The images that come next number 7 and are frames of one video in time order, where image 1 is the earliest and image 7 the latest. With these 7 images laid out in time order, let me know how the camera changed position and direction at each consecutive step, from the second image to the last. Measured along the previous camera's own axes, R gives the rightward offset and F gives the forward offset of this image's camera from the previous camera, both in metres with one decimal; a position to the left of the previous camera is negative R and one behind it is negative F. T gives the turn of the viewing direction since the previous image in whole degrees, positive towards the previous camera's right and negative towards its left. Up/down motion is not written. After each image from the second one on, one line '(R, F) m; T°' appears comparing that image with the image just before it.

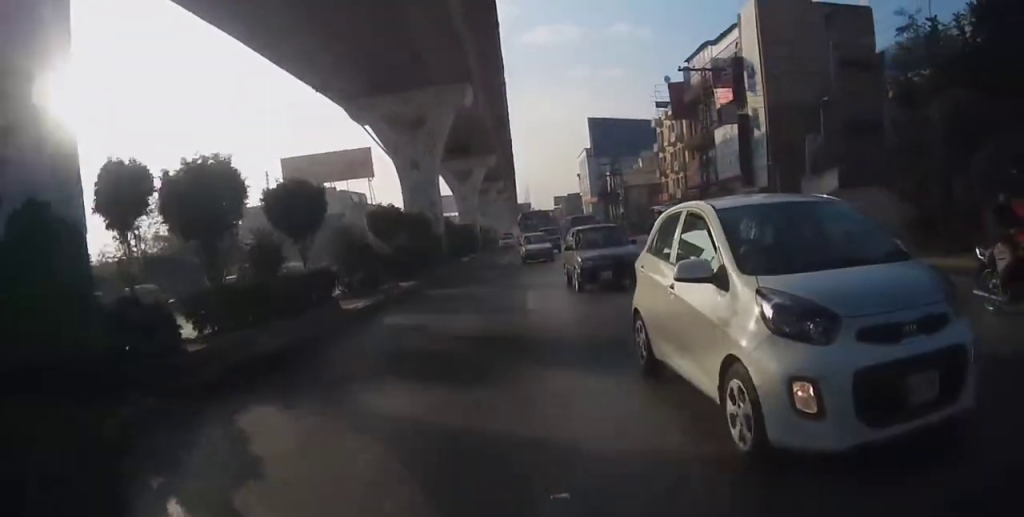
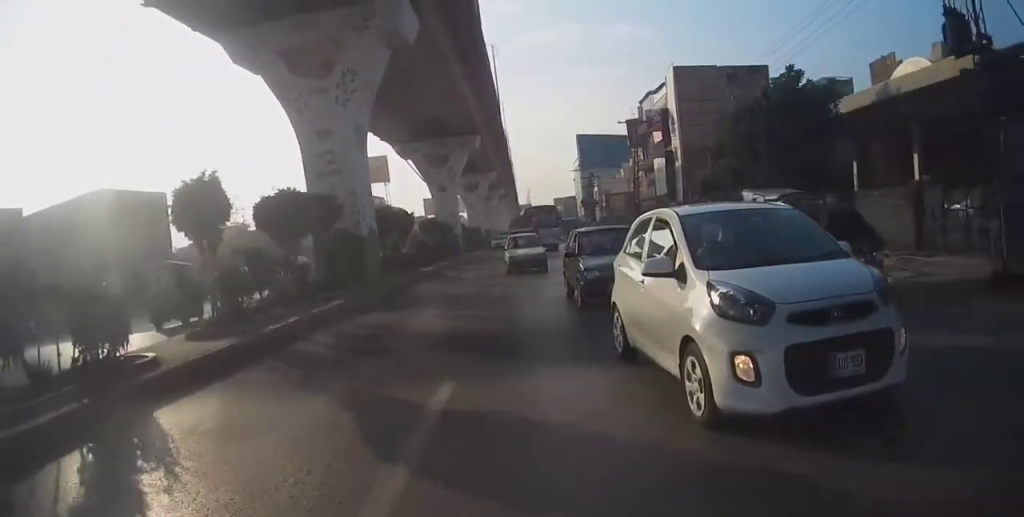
(+0.1, +16.7) m; +2°
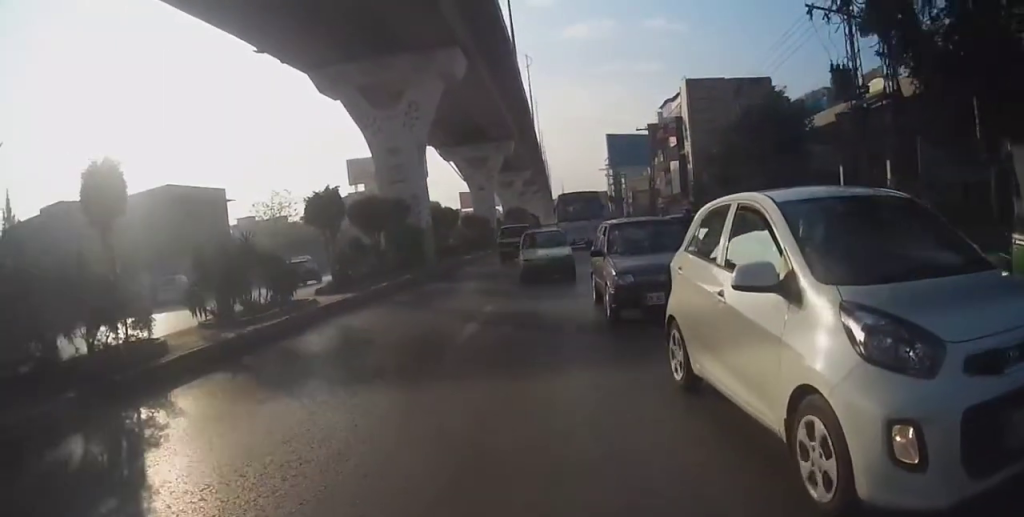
(-0.2, +6.5) m; -1°
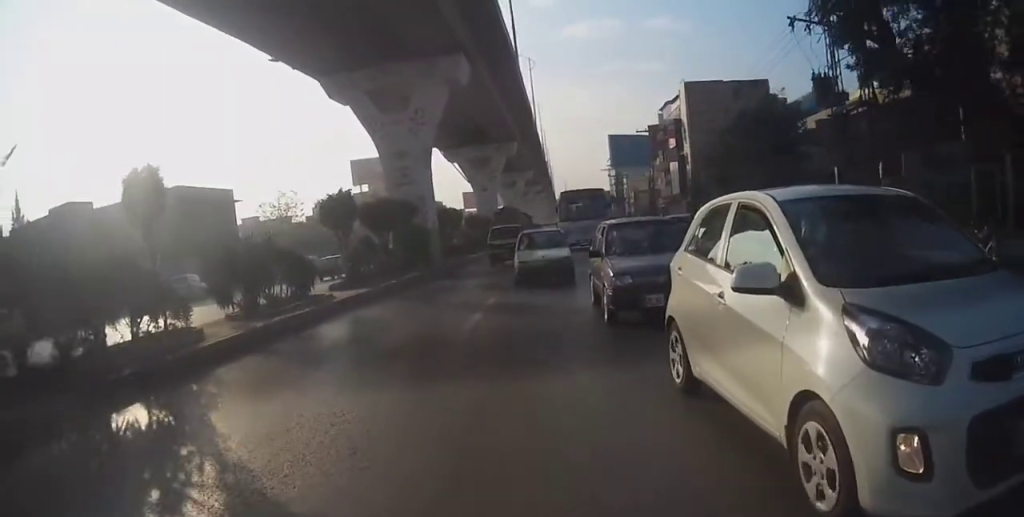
(+0.2, +1.3) m; 0°
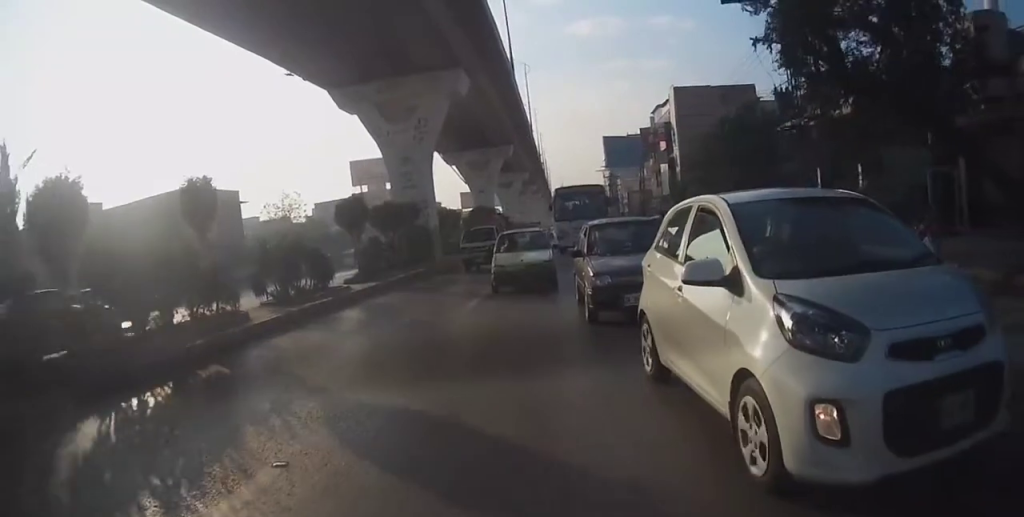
(+0.1, +2.3) m; -2°
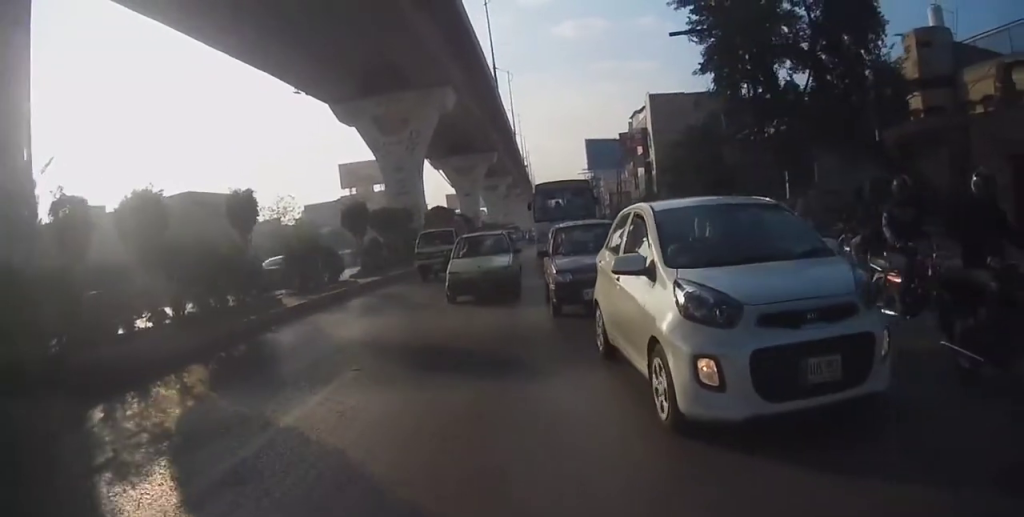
(-0.3, +3.0) m; -4°
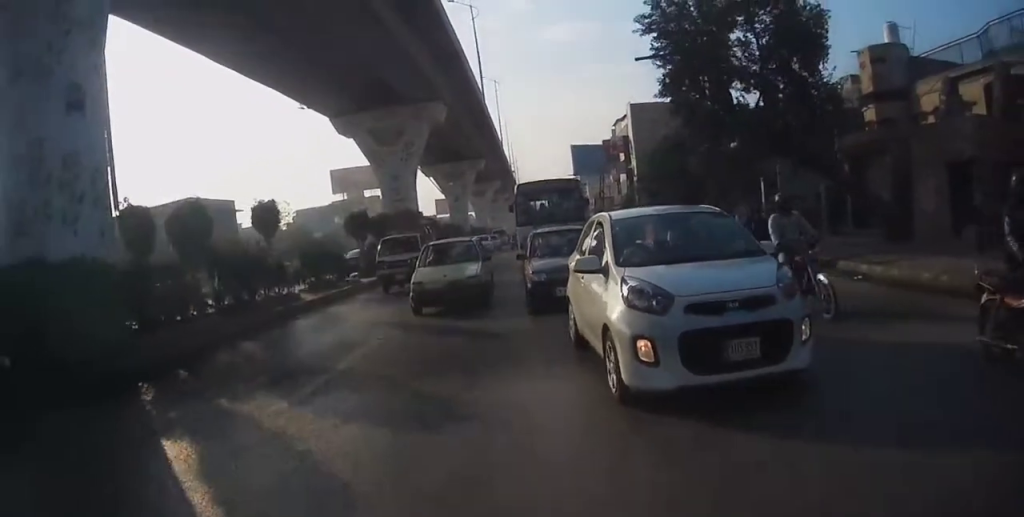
(-0.1, +2.6) m; +6°
